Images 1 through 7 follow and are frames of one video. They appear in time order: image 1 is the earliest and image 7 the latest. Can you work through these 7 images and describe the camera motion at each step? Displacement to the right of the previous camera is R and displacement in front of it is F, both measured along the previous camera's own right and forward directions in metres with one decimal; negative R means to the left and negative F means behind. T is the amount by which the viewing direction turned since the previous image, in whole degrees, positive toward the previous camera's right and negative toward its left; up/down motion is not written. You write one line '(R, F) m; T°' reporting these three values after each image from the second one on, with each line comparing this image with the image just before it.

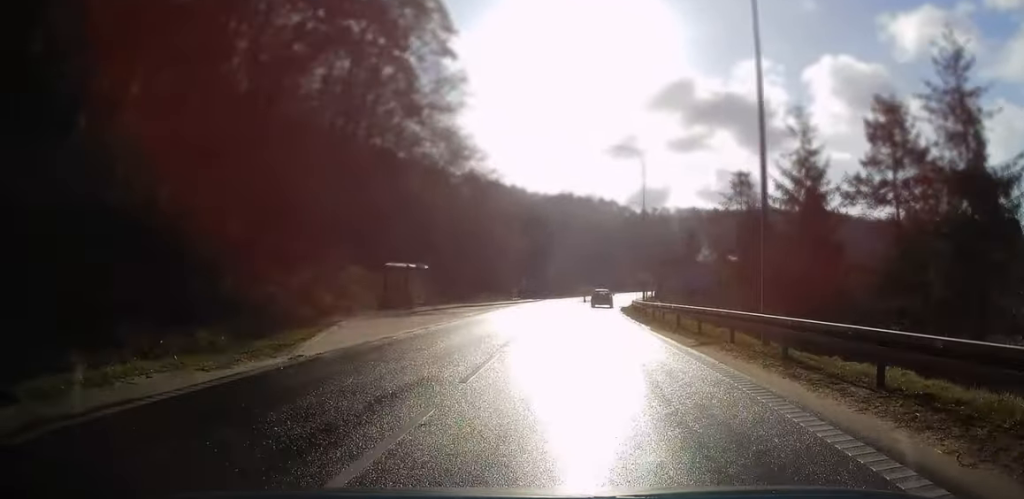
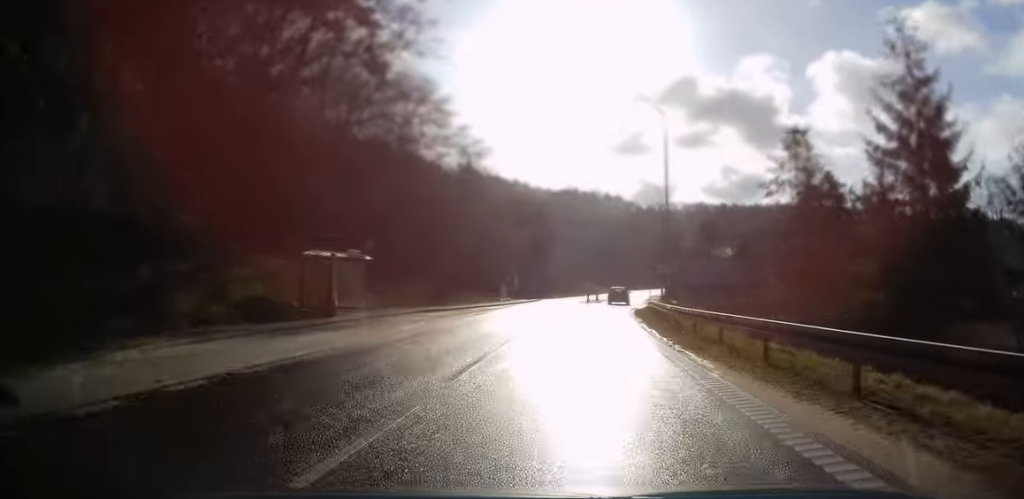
(+0.3, +11.9) m; -1°
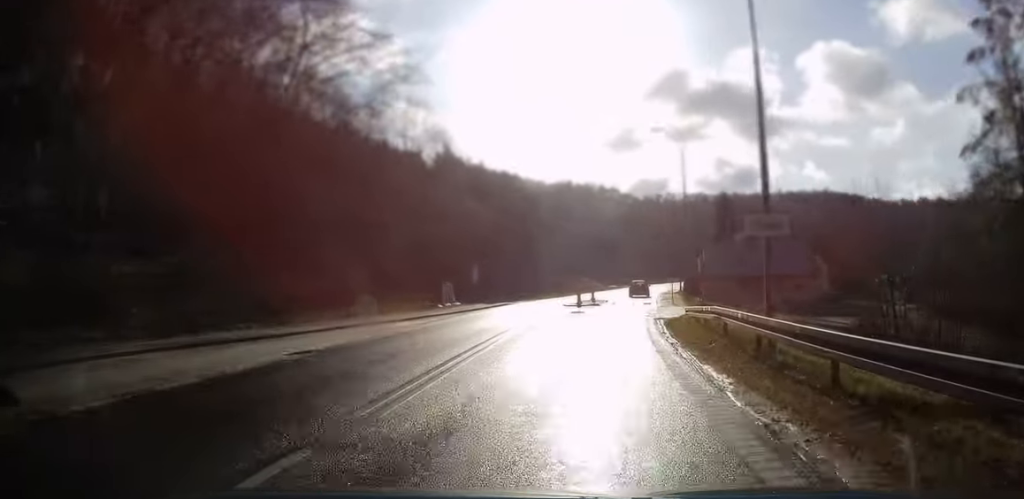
(-0.6, +20.1) m; 0°
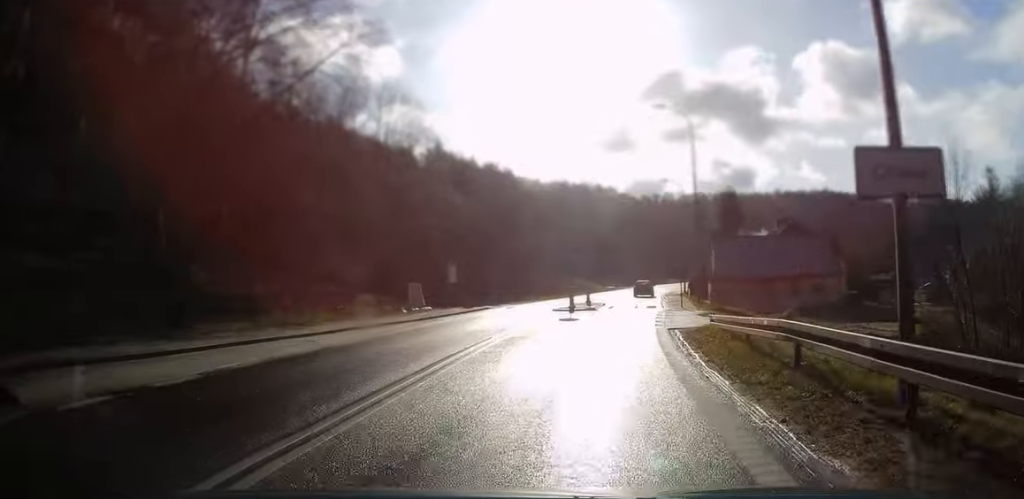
(+0.4, +6.0) m; +1°
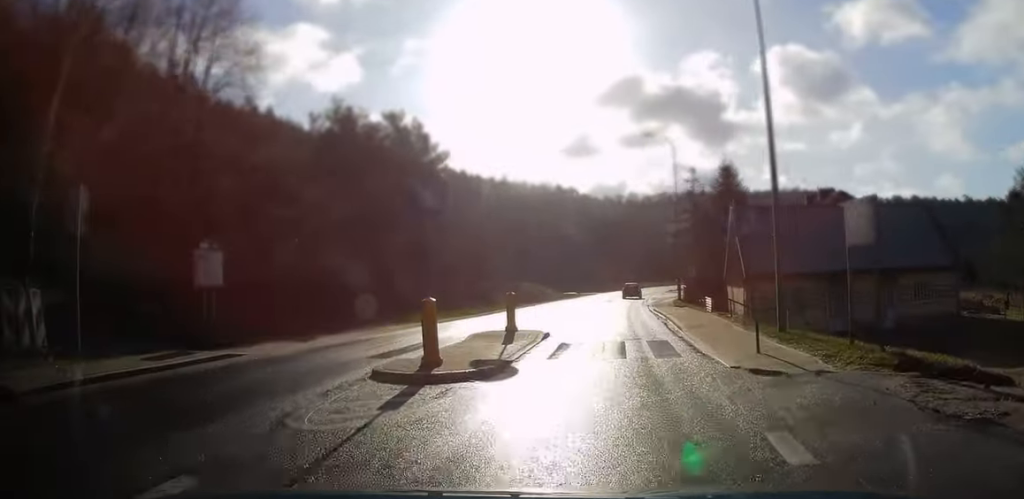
(+0.2, +22.7) m; +2°
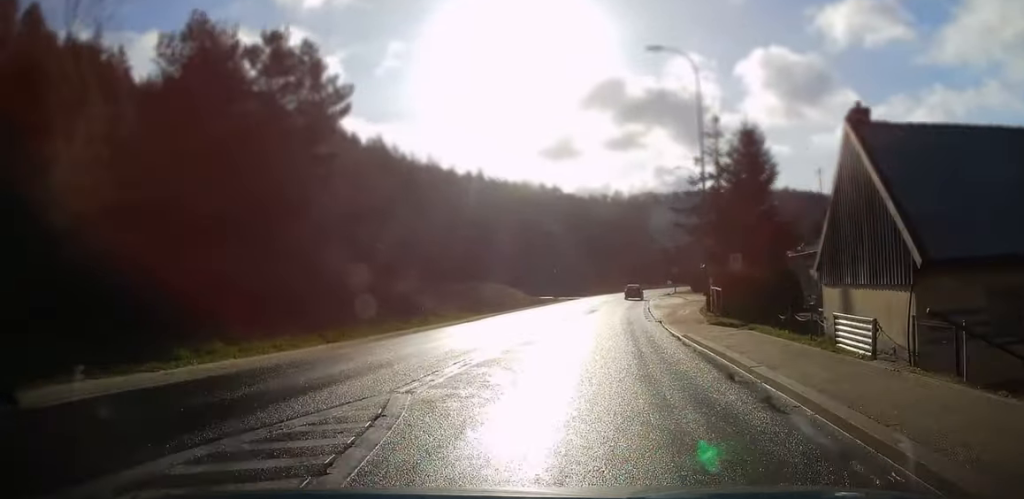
(+0.8, +17.0) m; +4°
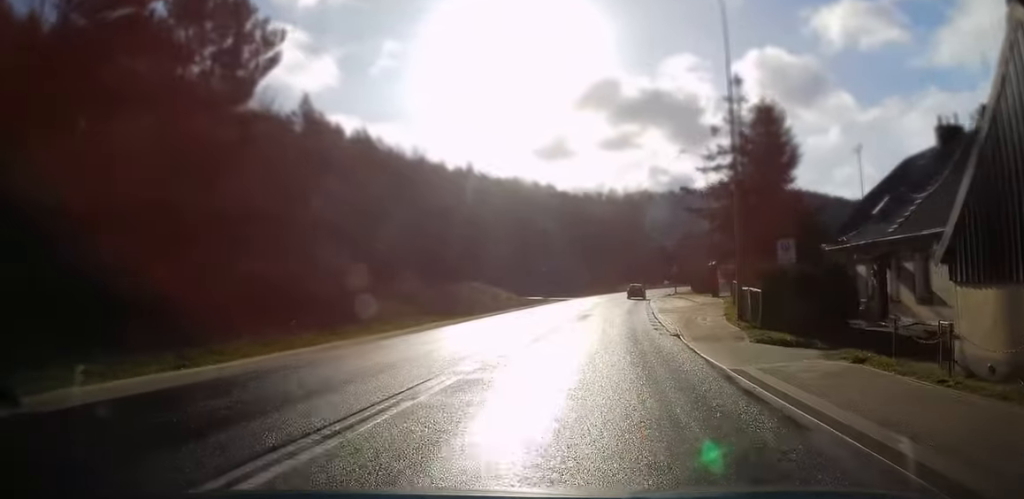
(+0.1, +7.3) m; +1°
